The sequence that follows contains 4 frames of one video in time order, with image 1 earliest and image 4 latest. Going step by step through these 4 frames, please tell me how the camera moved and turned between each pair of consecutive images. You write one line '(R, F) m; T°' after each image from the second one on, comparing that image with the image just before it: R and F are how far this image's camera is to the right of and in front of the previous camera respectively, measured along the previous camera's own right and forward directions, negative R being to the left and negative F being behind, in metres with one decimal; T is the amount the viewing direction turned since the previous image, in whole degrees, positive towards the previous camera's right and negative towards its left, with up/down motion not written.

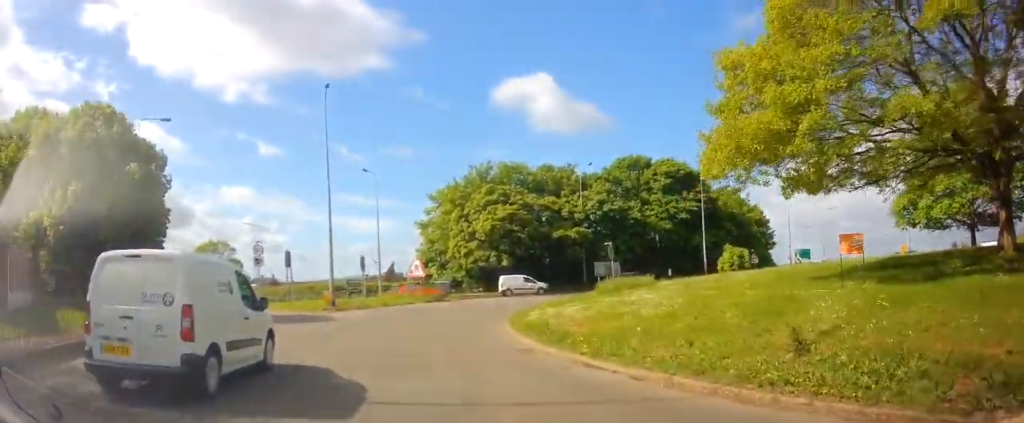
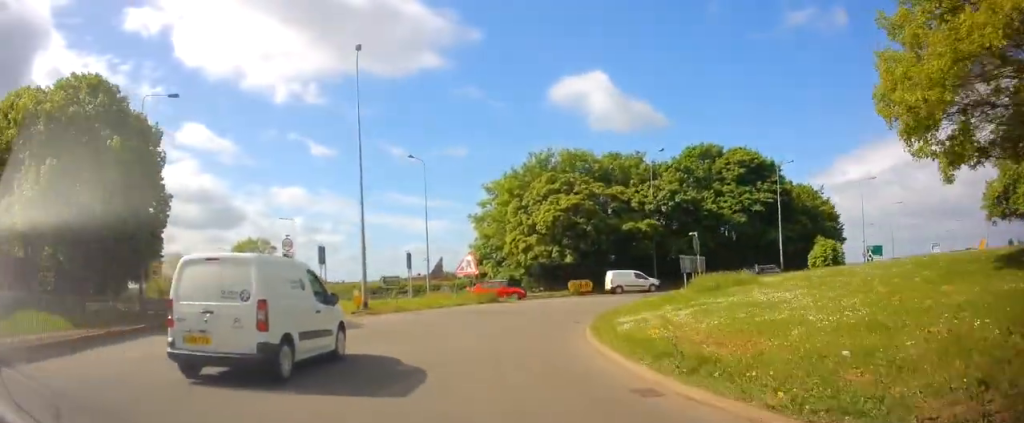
(-0.1, +5.3) m; -4°
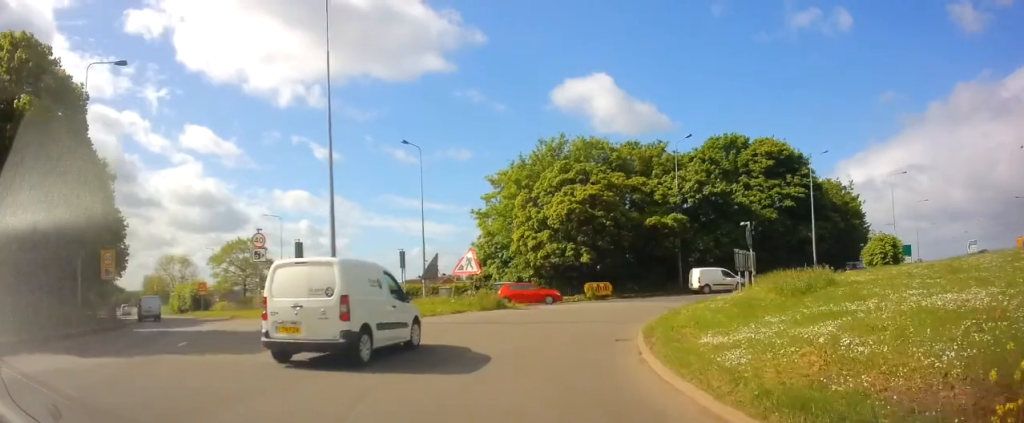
(-0.3, +5.8) m; 0°
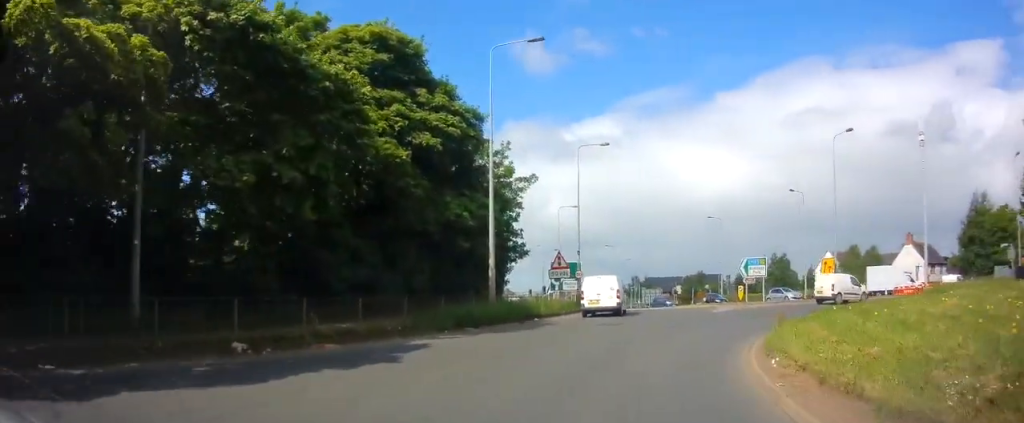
(+10.5, +30.6) m; +51°
